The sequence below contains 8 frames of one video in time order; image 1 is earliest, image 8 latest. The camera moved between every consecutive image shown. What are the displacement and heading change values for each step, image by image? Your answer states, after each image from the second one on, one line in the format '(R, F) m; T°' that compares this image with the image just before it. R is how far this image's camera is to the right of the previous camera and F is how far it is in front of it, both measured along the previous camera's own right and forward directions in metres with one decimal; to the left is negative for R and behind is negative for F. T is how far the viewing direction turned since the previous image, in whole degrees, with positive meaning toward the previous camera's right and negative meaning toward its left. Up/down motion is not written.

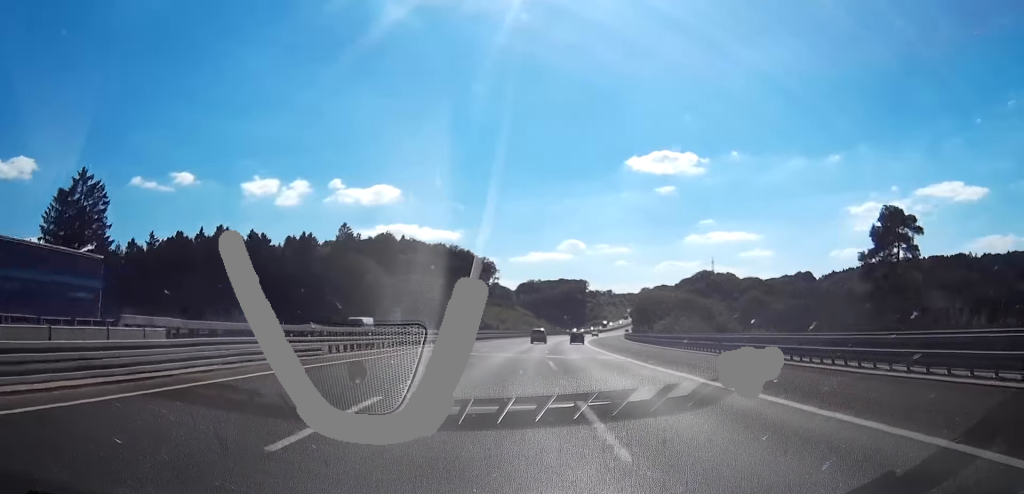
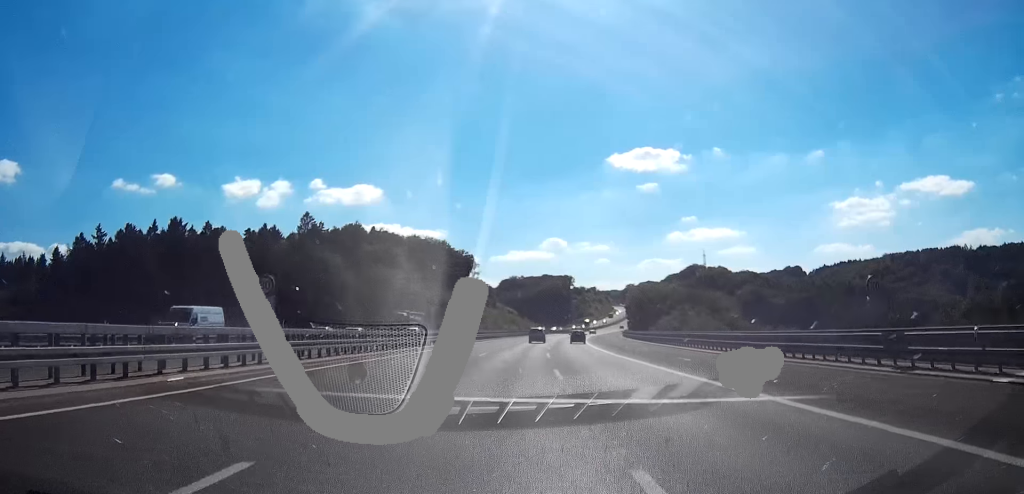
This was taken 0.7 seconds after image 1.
(+2.0, +23.7) m; +3°
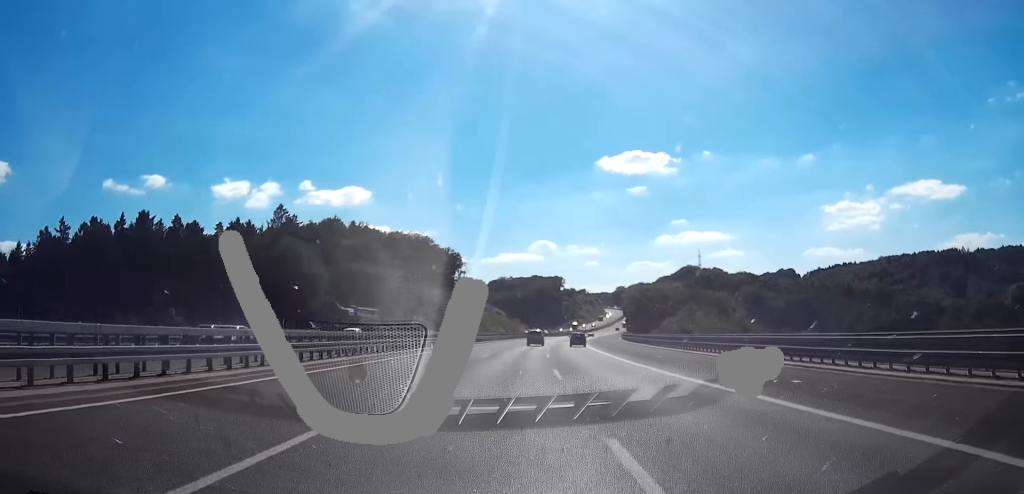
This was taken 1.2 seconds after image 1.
(-0.2, +15.0) m; 0°
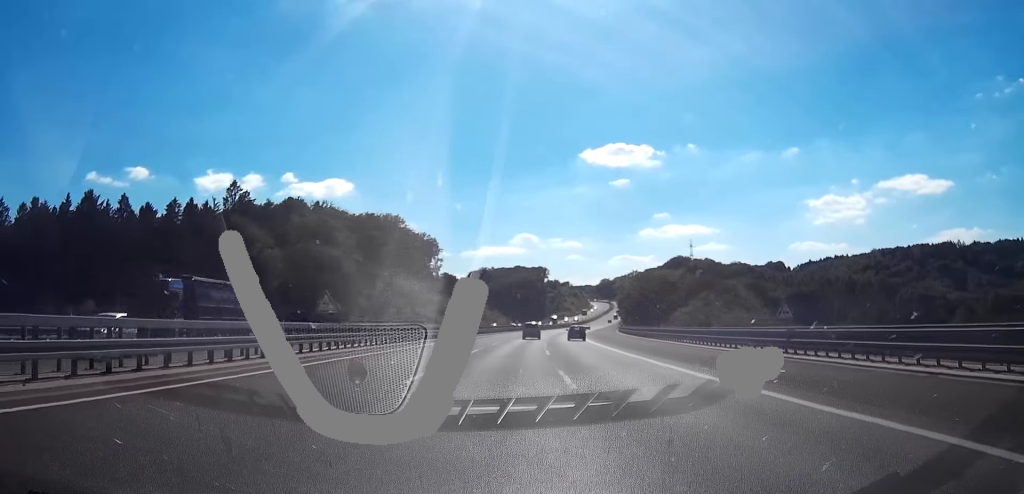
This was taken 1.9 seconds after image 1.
(-0.4, +22.5) m; 0°
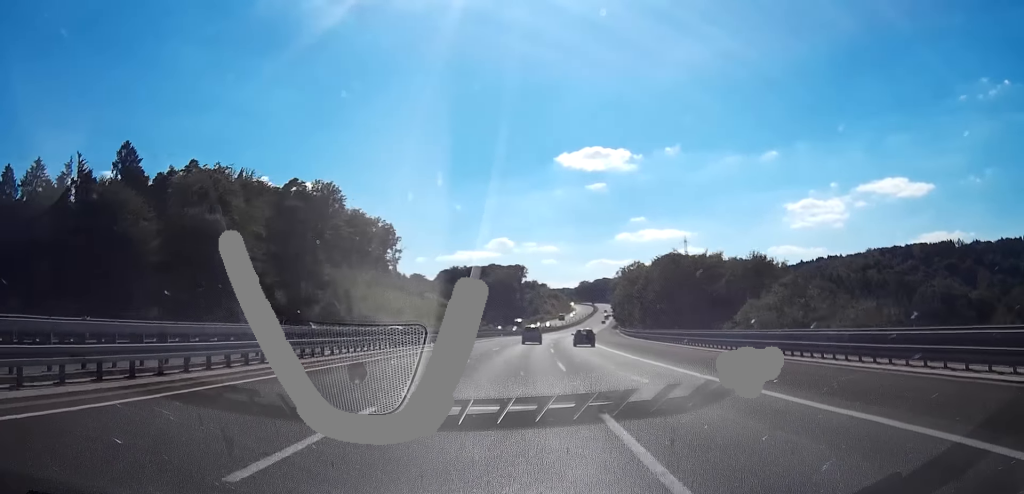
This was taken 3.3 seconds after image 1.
(+1.5, +43.6) m; +5°
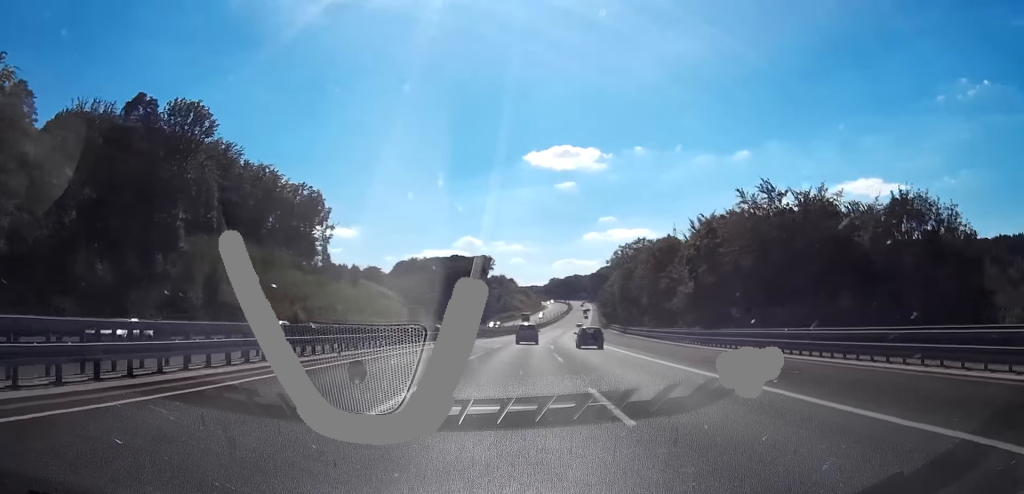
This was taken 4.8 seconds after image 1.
(+1.4, +47.7) m; +2°
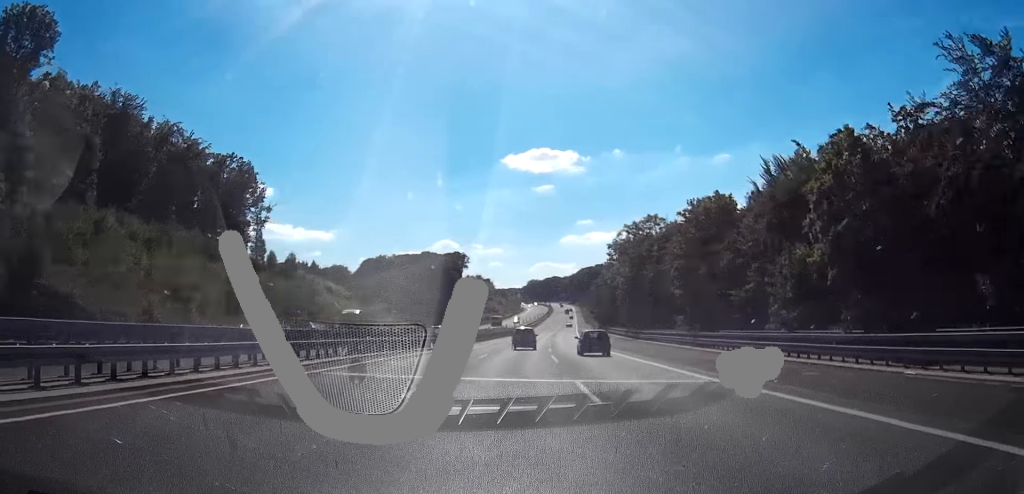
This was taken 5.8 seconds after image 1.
(0.0, +31.9) m; 0°
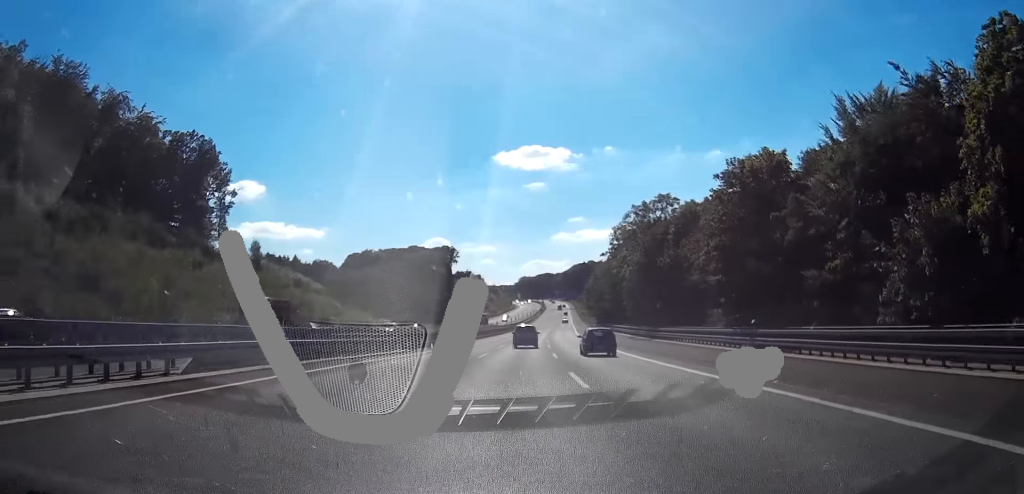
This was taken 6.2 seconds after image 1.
(0.0, +14.9) m; 0°
